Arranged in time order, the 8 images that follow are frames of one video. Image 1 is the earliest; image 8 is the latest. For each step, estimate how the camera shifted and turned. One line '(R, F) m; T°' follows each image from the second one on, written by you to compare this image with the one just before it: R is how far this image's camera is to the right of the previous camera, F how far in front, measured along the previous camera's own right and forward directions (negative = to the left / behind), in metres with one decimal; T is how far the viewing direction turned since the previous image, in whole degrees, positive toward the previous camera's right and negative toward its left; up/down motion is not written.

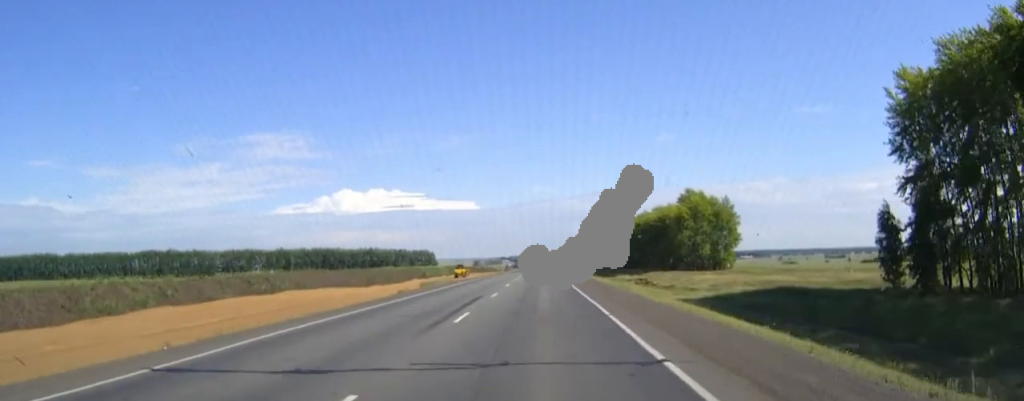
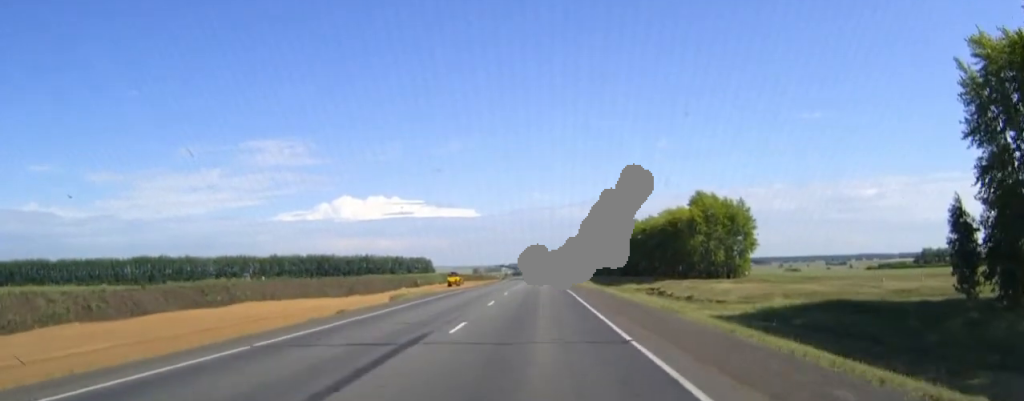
(0.0, +12.8) m; 0°
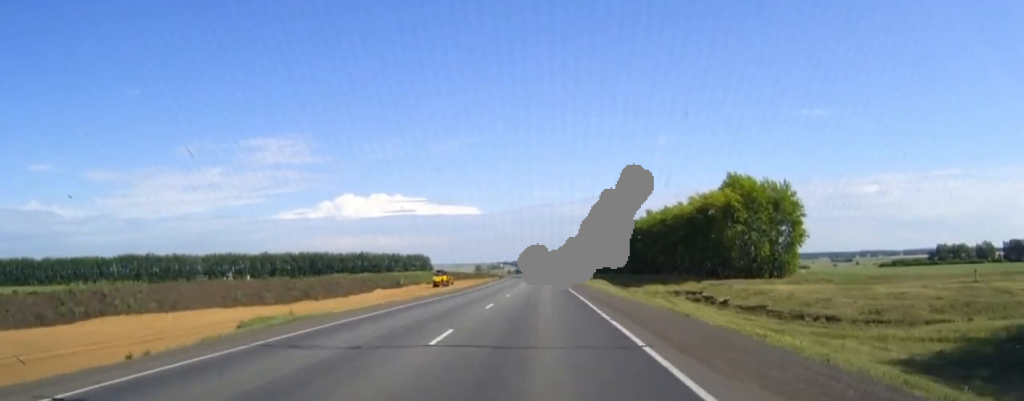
(0.0, +26.8) m; 0°
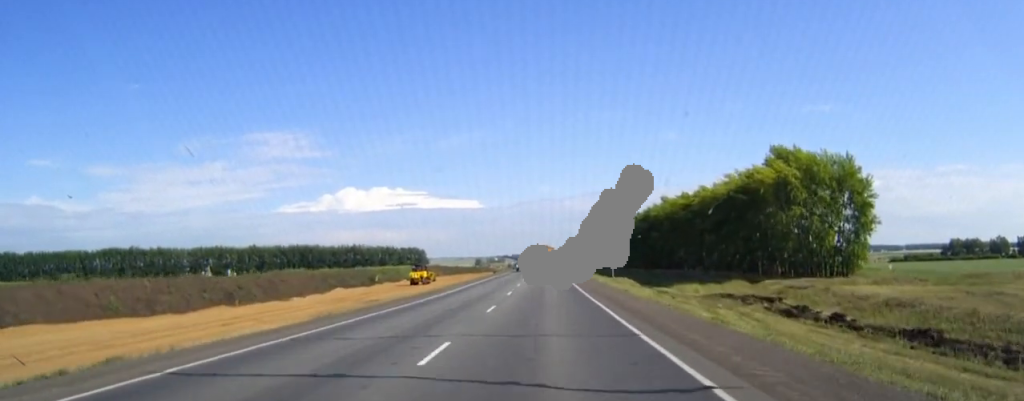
(0.0, +26.6) m; 0°
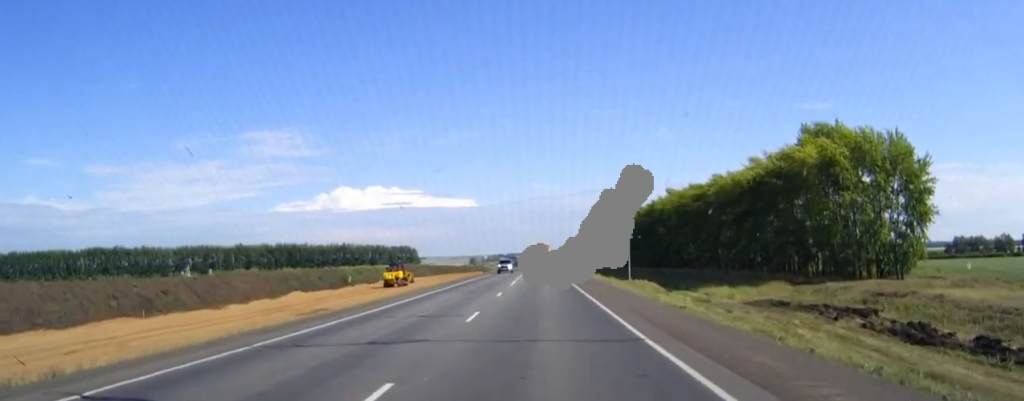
(0.0, +16.7) m; 0°
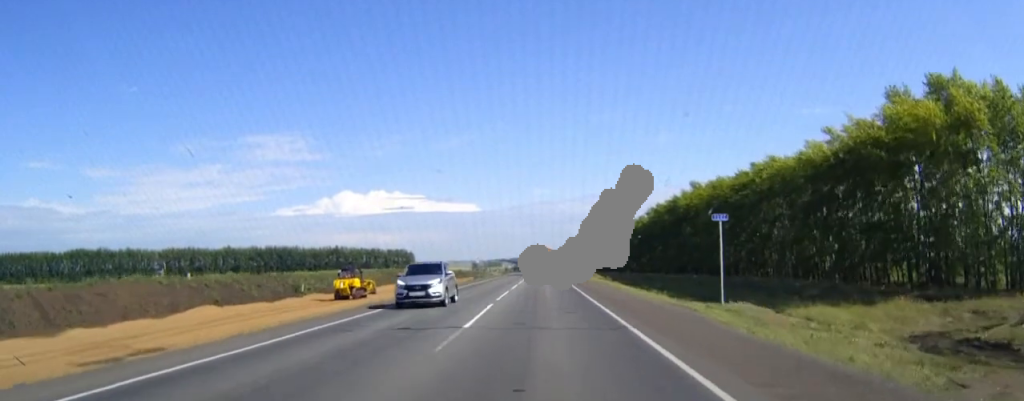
(0.0, +26.2) m; 0°
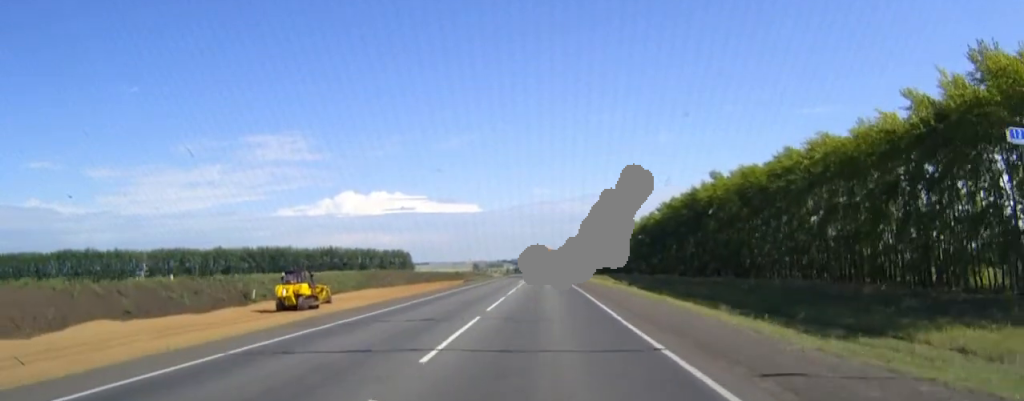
(0.0, +17.8) m; 0°
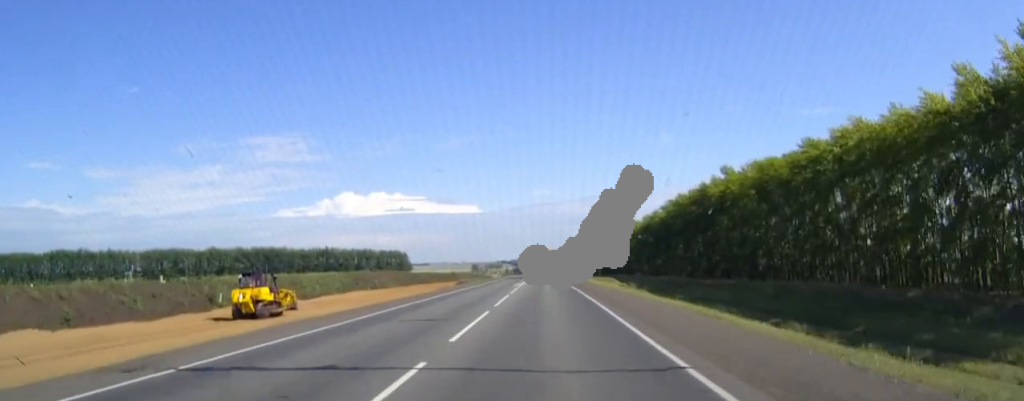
(0.0, +8.9) m; 0°
